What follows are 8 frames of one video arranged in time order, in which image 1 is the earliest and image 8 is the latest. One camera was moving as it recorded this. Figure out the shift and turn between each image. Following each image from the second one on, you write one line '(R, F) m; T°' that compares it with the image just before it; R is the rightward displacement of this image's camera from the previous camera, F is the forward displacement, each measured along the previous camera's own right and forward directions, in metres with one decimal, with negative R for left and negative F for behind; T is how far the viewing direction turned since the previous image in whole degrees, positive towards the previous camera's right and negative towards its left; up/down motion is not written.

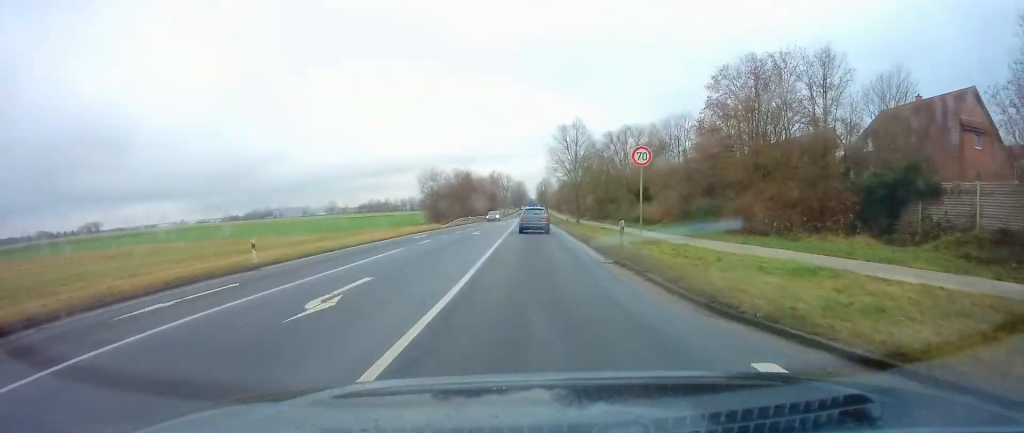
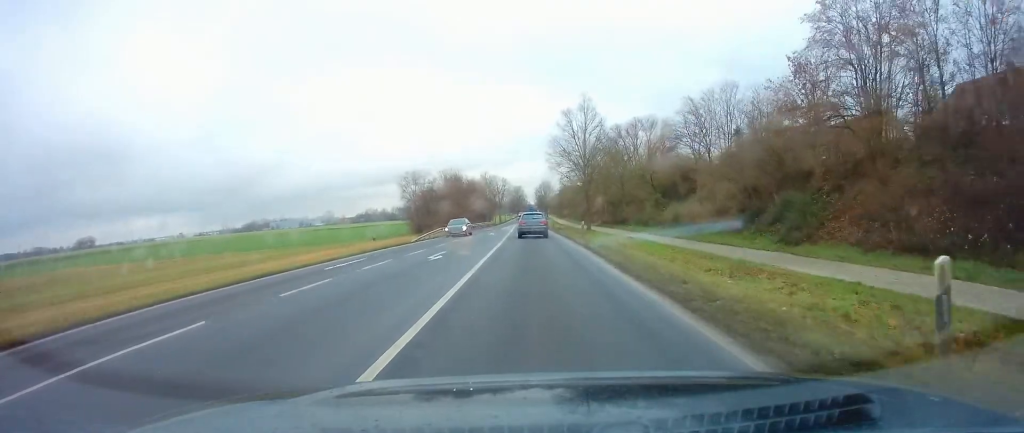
(0.0, +14.2) m; -1°
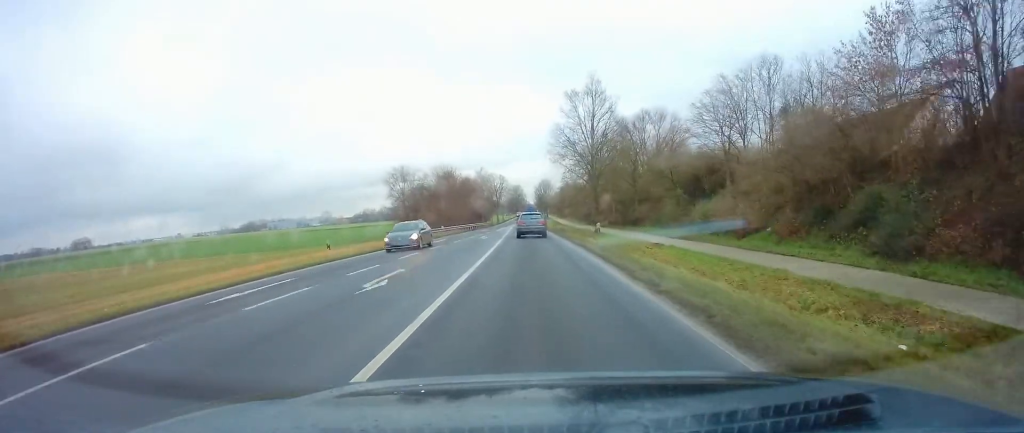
(0.0, +7.5) m; 0°
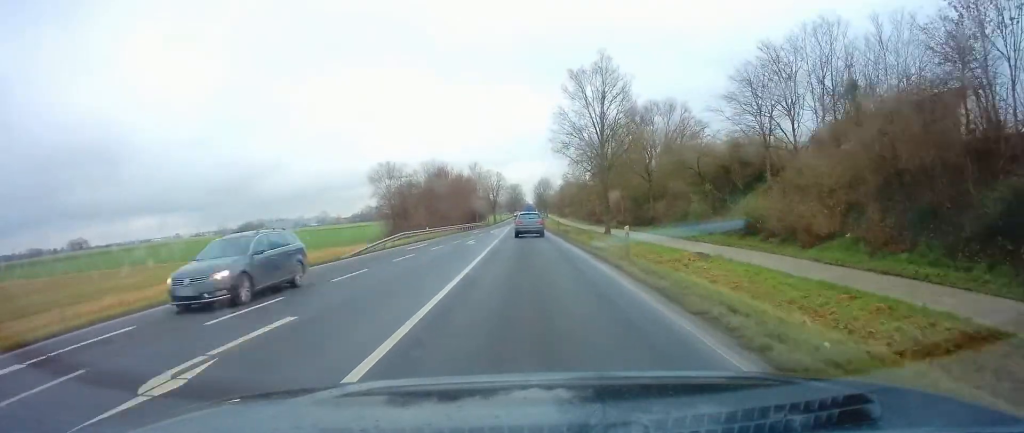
(-0.1, +7.4) m; +1°
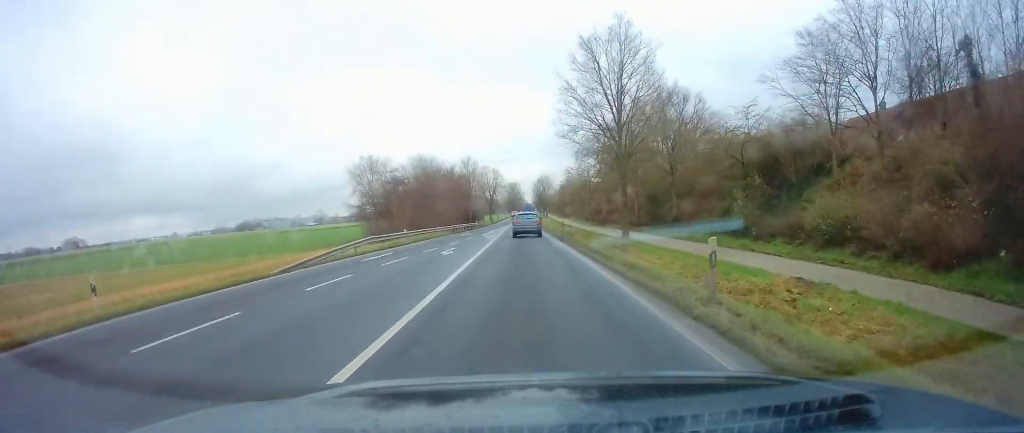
(0.0, +8.0) m; 0°
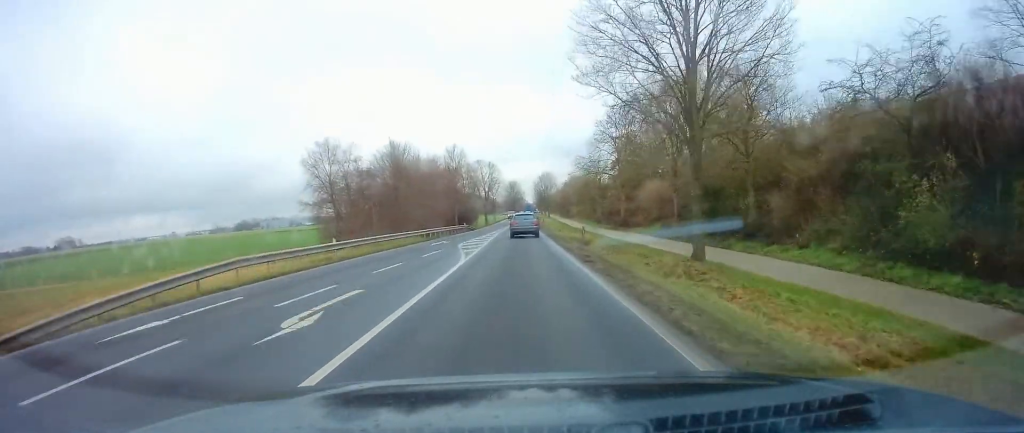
(+0.5, +14.3) m; -1°
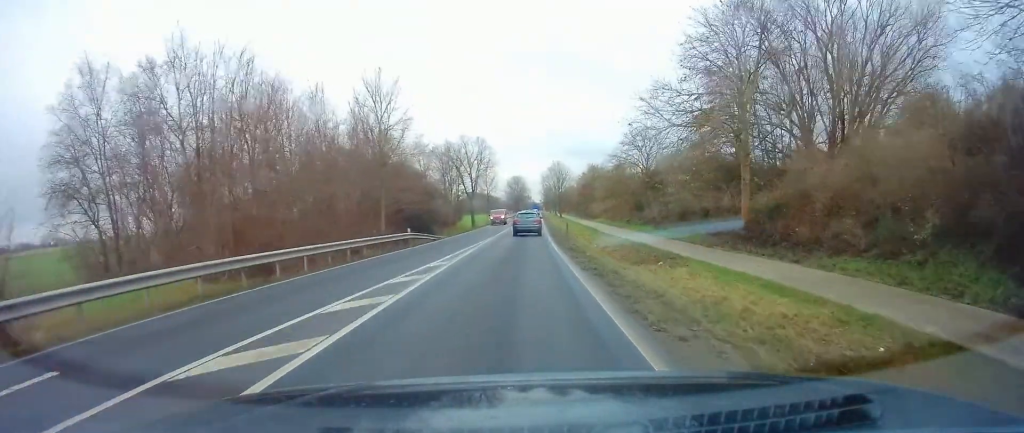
(-0.5, +32.1) m; +1°
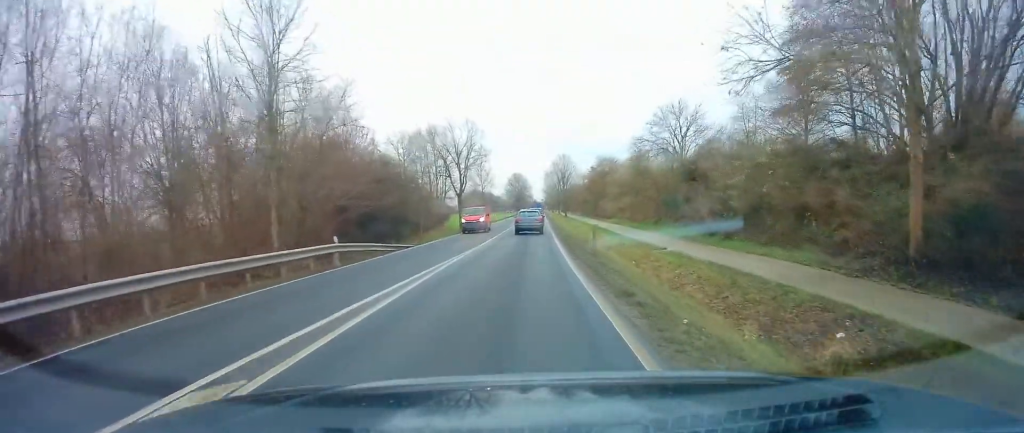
(-0.1, +12.8) m; 0°
